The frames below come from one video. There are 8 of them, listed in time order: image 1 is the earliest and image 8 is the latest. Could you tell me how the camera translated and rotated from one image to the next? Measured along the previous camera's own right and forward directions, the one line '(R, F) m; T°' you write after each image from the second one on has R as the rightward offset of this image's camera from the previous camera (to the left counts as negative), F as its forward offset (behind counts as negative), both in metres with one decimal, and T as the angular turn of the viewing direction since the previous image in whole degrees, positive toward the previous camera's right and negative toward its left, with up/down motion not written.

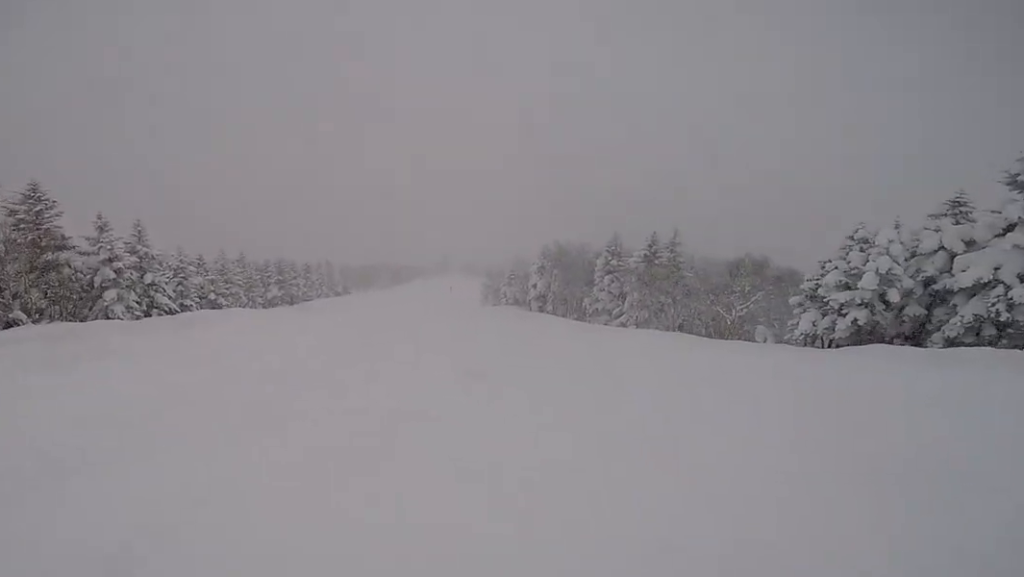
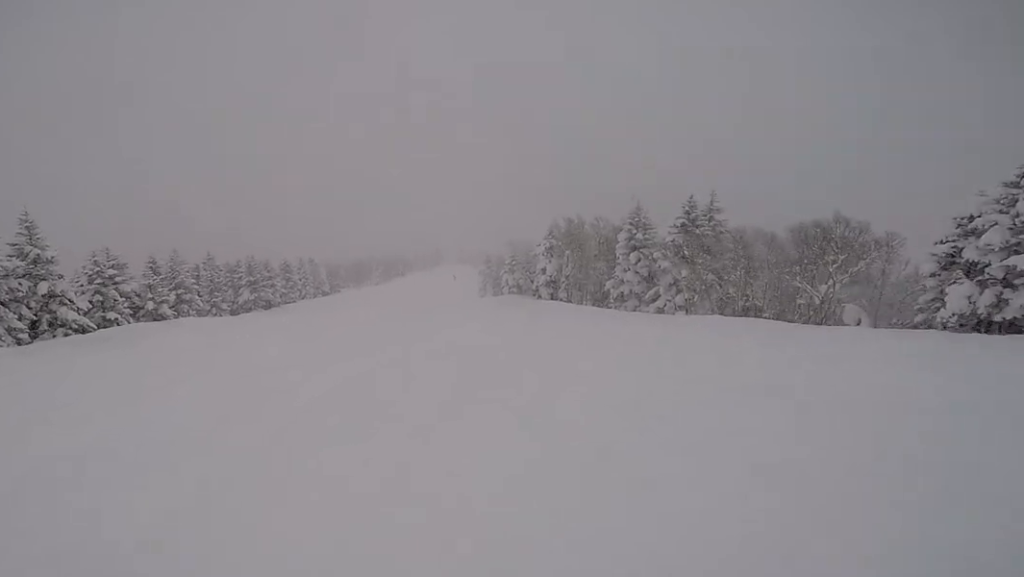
(+0.9, +7.0) m; +6°
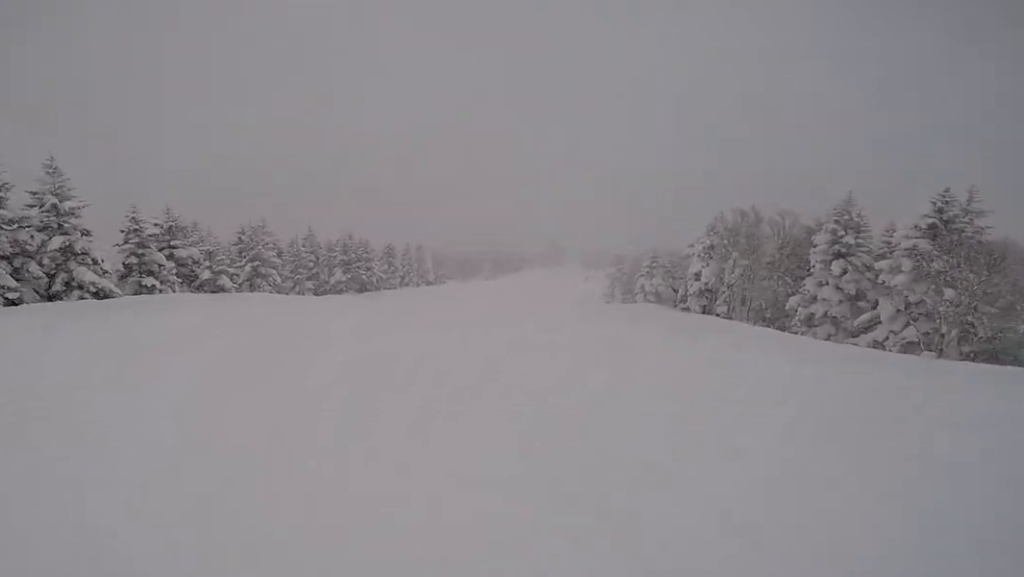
(+0.1, +6.5) m; -3°
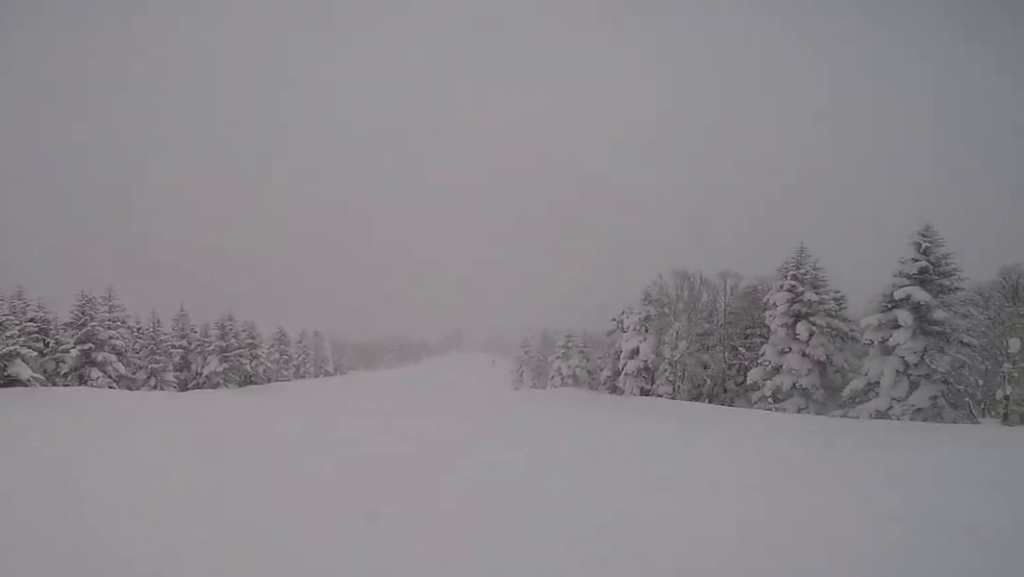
(-0.5, +7.0) m; -6°
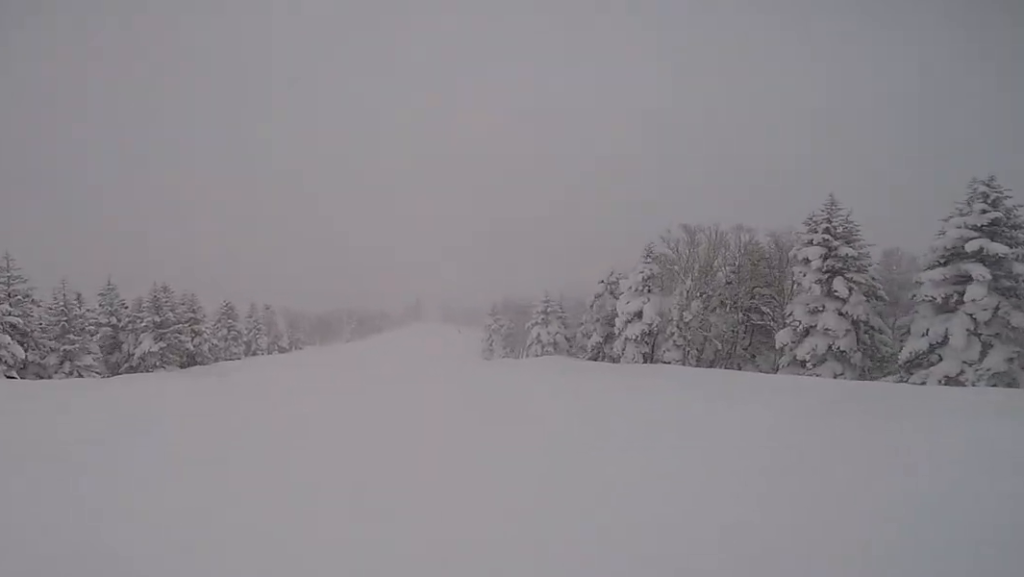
(-0.2, +4.6) m; 0°
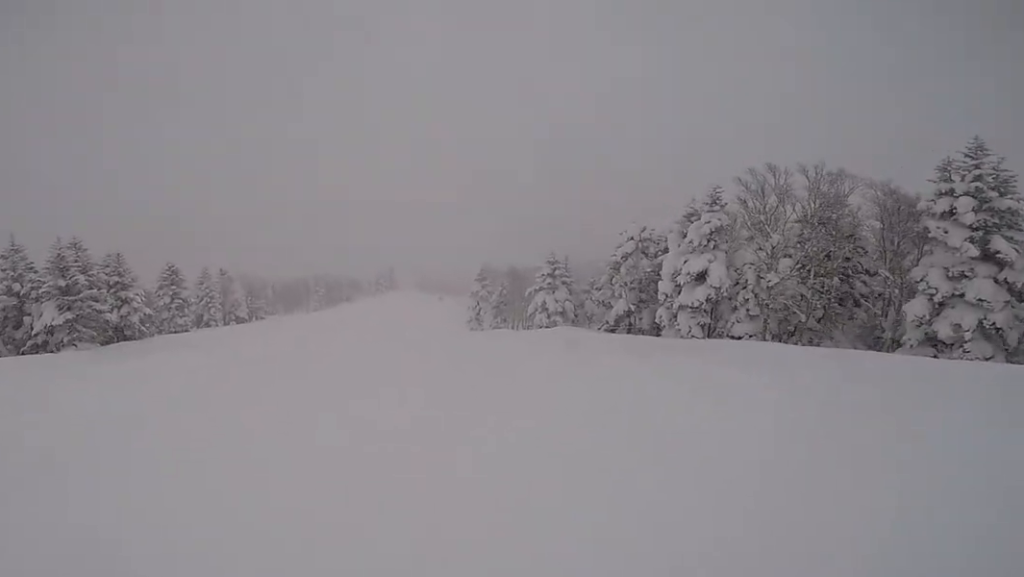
(+0.1, +7.4) m; +2°
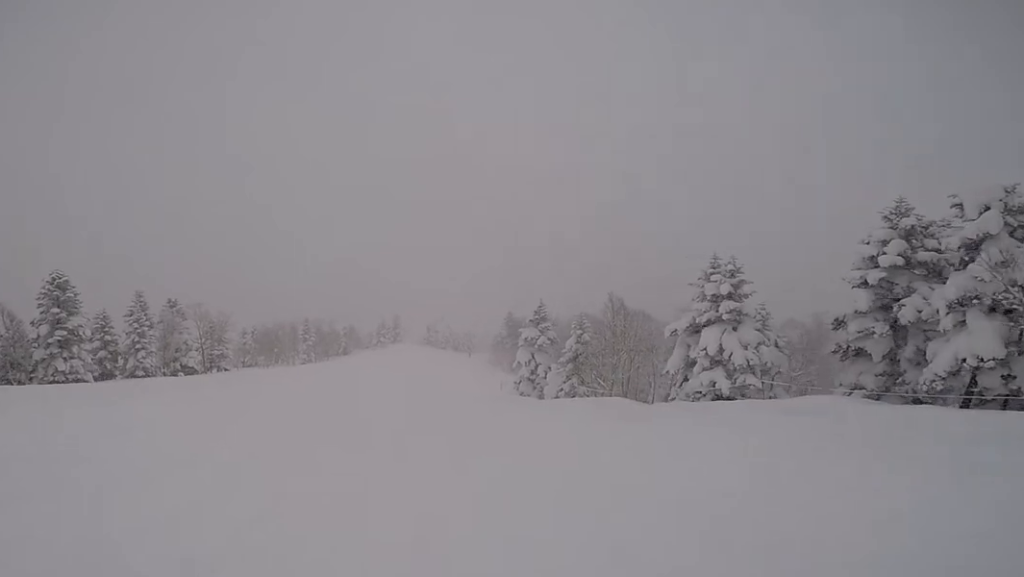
(+1.7, +18.6) m; +9°
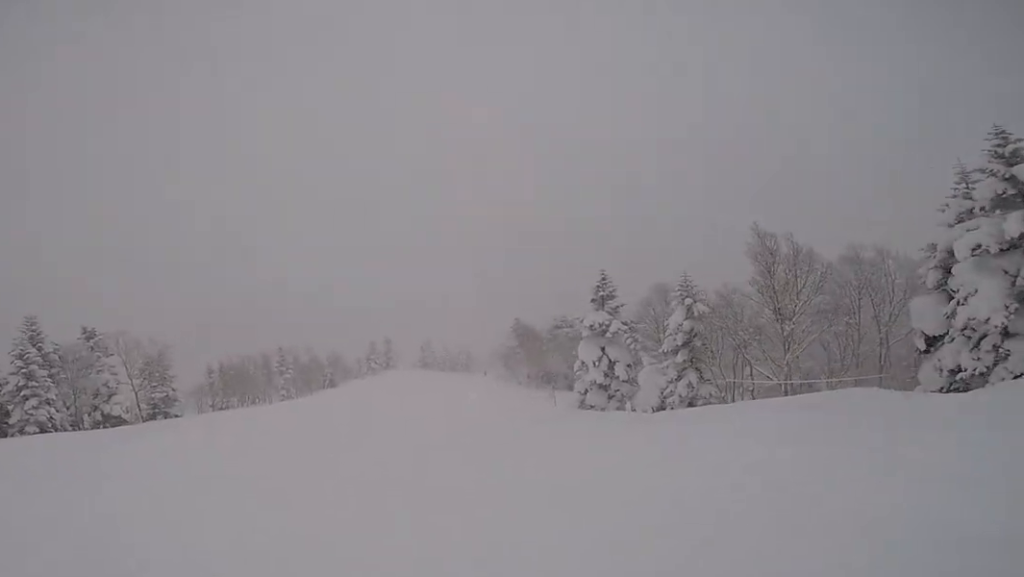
(0.0, +12.6) m; 0°
